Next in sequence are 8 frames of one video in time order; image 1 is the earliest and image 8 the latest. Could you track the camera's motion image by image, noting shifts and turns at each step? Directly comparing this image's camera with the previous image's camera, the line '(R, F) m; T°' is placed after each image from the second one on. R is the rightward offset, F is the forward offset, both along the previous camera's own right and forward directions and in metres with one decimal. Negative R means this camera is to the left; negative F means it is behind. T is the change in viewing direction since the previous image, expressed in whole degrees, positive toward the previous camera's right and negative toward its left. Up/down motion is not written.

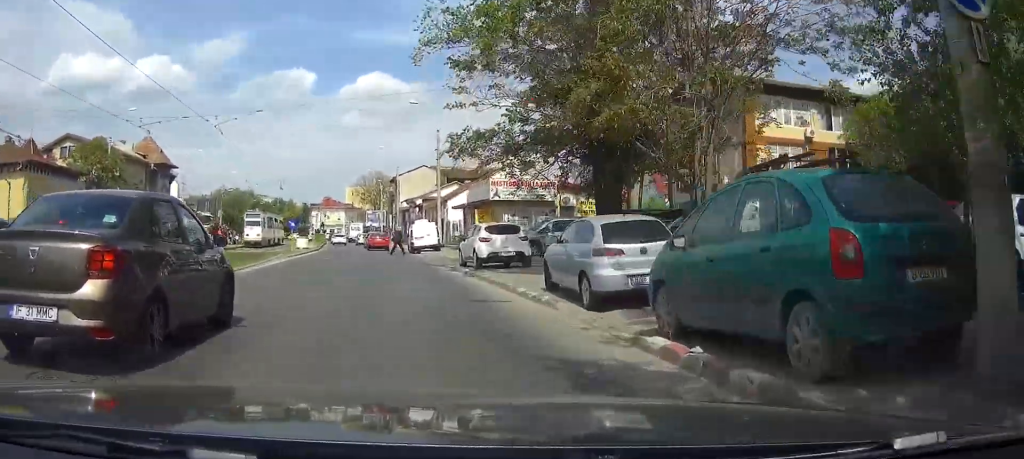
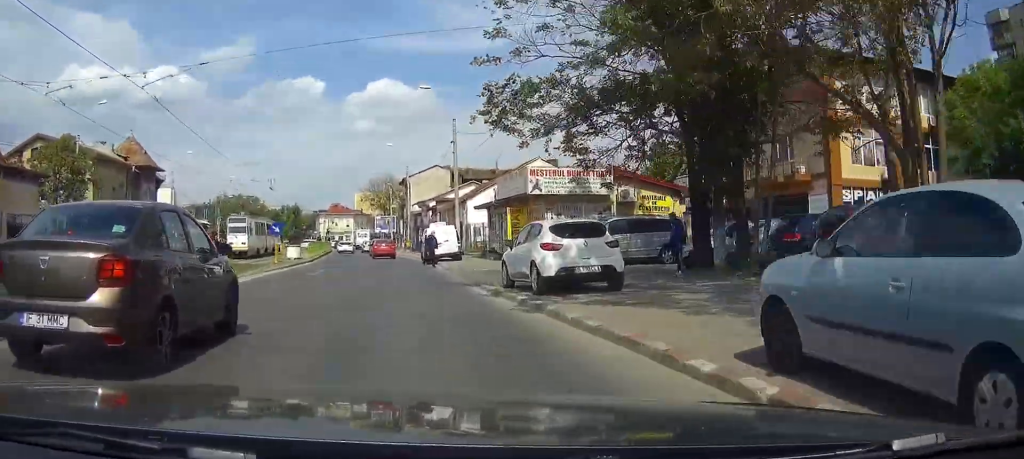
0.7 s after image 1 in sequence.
(-0.1, +8.4) m; -1°
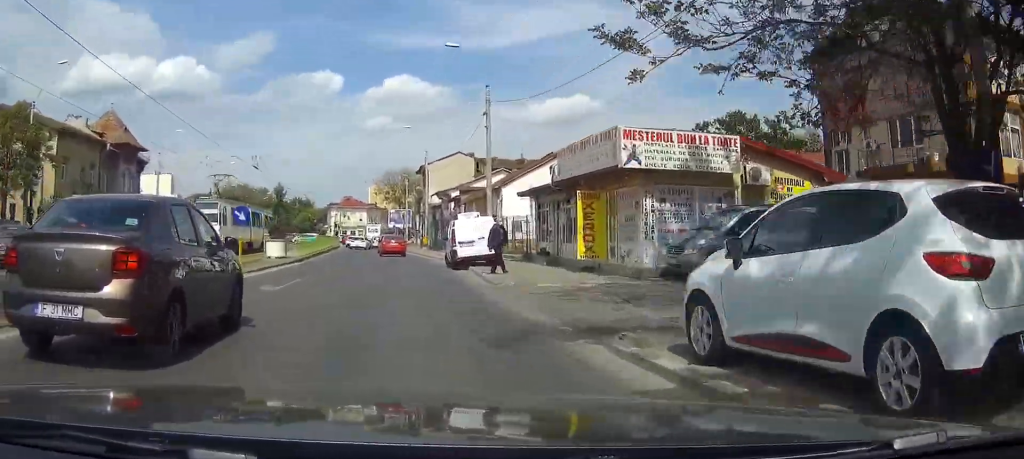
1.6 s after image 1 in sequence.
(-0.1, +10.0) m; -1°
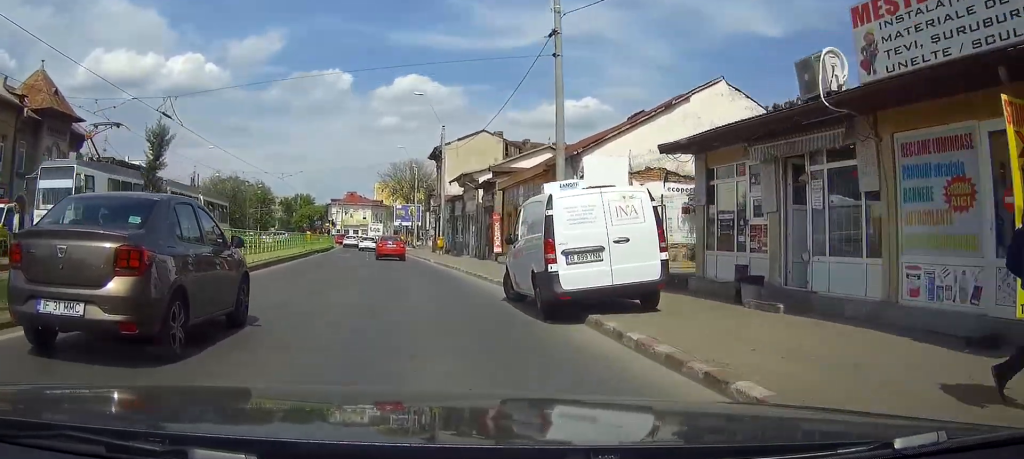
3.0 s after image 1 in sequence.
(0.0, +16.8) m; 0°
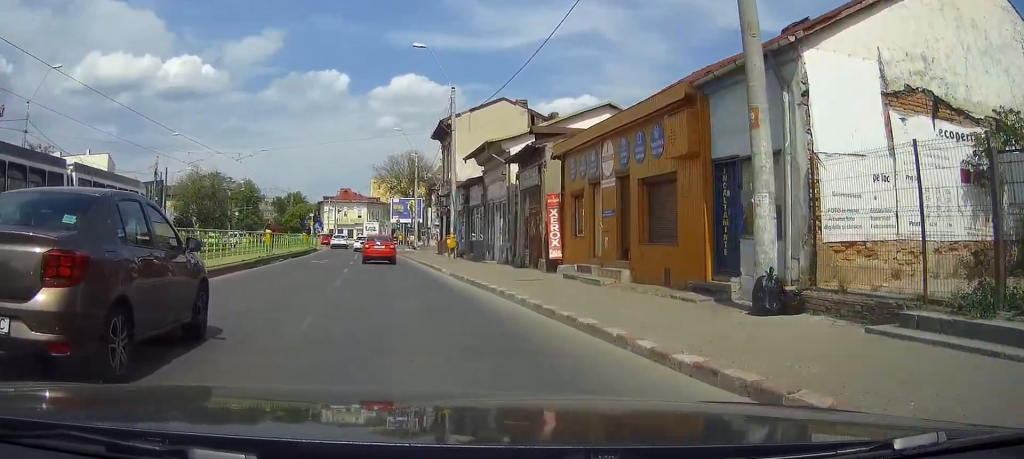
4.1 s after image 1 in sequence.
(0.0, +13.7) m; -1°
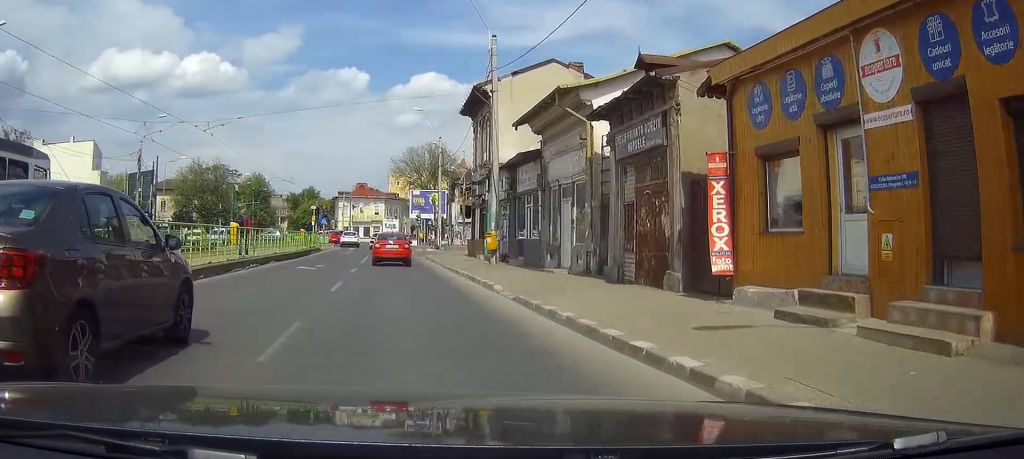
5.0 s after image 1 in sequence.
(-0.1, +10.3) m; -1°
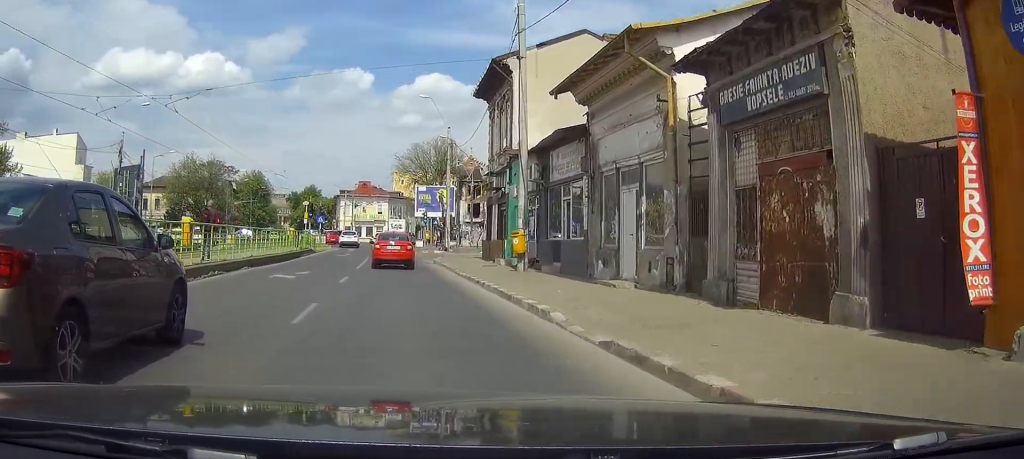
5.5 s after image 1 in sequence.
(0.0, +5.8) m; -1°
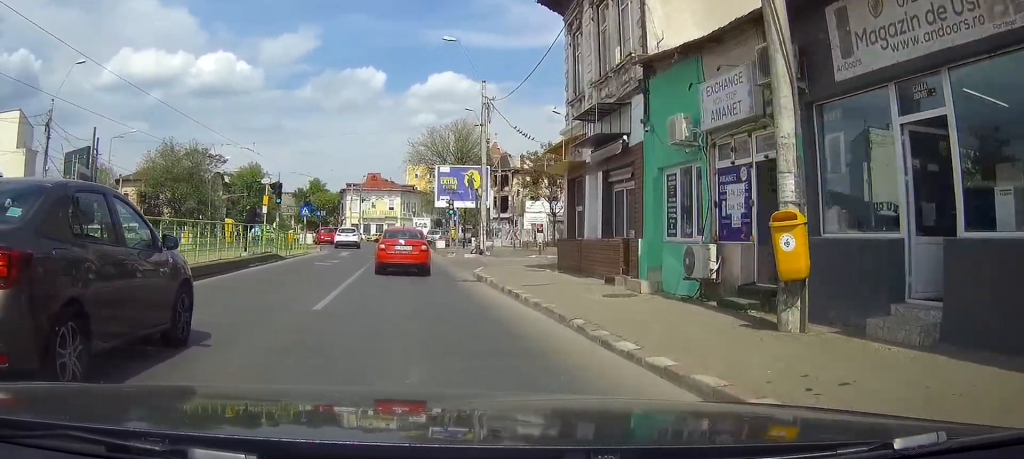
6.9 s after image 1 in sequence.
(-0.3, +15.8) m; -1°
